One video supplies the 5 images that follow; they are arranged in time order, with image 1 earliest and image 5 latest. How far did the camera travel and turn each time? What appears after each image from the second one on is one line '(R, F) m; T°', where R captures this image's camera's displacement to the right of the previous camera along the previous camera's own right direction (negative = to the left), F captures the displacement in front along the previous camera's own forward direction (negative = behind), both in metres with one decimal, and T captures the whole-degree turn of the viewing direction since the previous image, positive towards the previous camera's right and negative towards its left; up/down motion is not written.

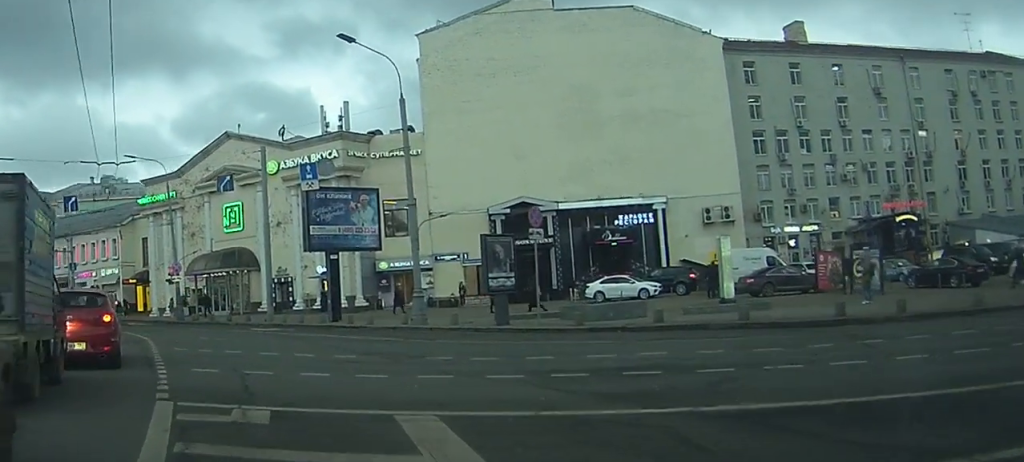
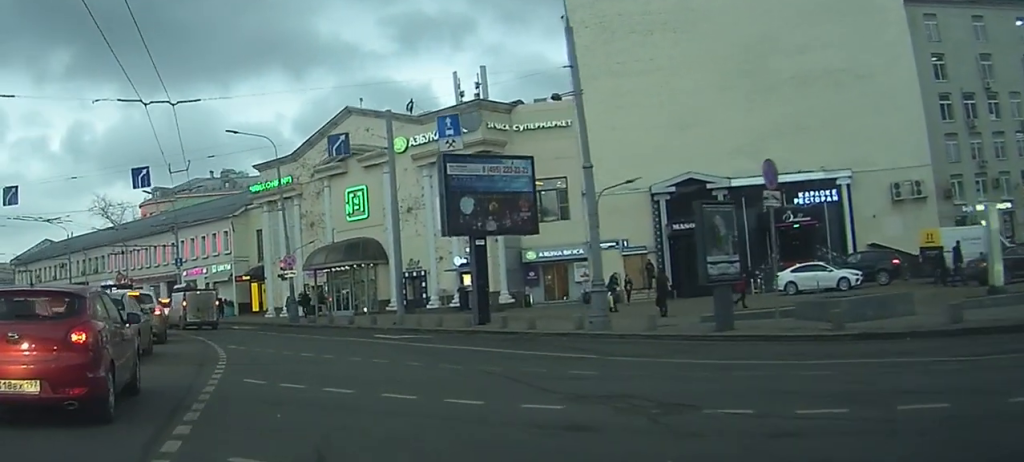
(-0.2, +6.9) m; -3°
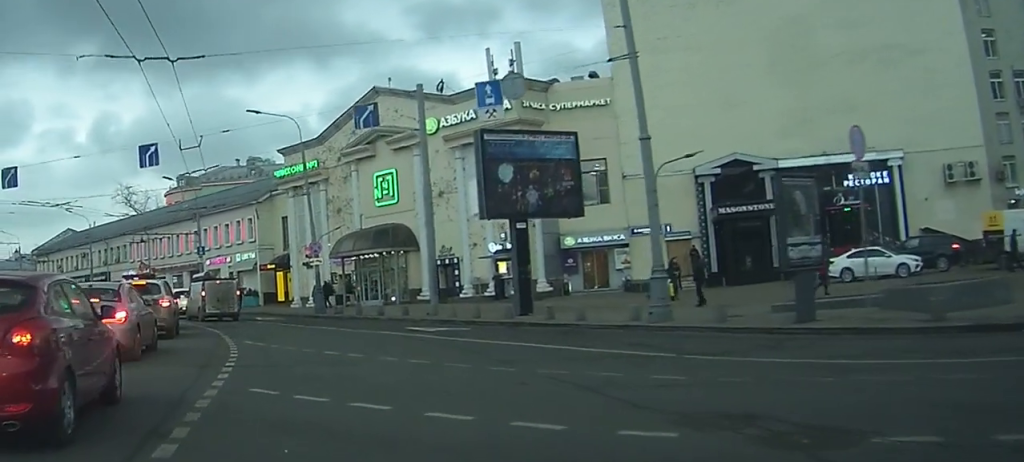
(0.0, +2.5) m; -1°
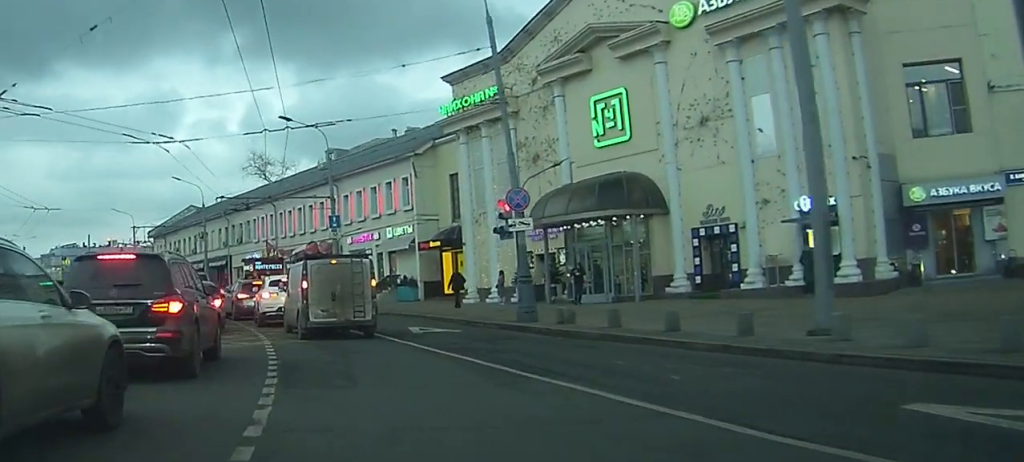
(-1.8, +20.1) m; -11°
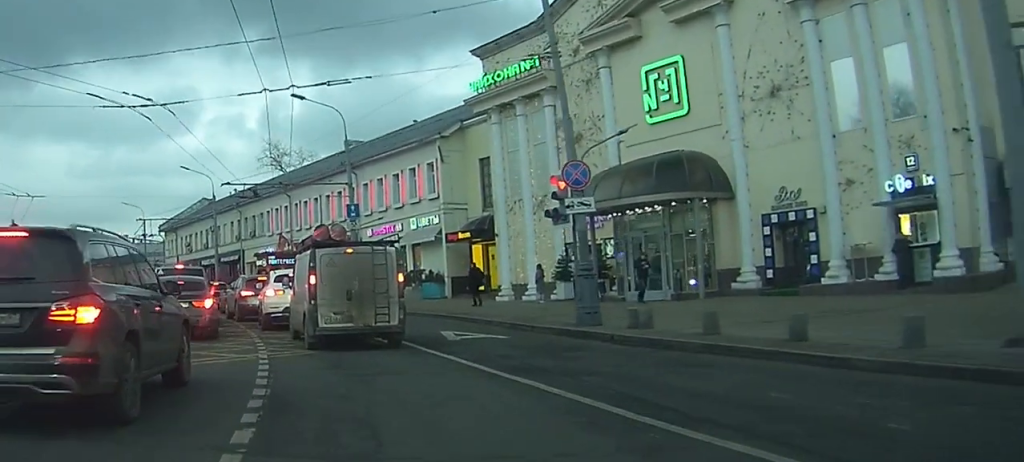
(-0.2, +5.3) m; -4°
